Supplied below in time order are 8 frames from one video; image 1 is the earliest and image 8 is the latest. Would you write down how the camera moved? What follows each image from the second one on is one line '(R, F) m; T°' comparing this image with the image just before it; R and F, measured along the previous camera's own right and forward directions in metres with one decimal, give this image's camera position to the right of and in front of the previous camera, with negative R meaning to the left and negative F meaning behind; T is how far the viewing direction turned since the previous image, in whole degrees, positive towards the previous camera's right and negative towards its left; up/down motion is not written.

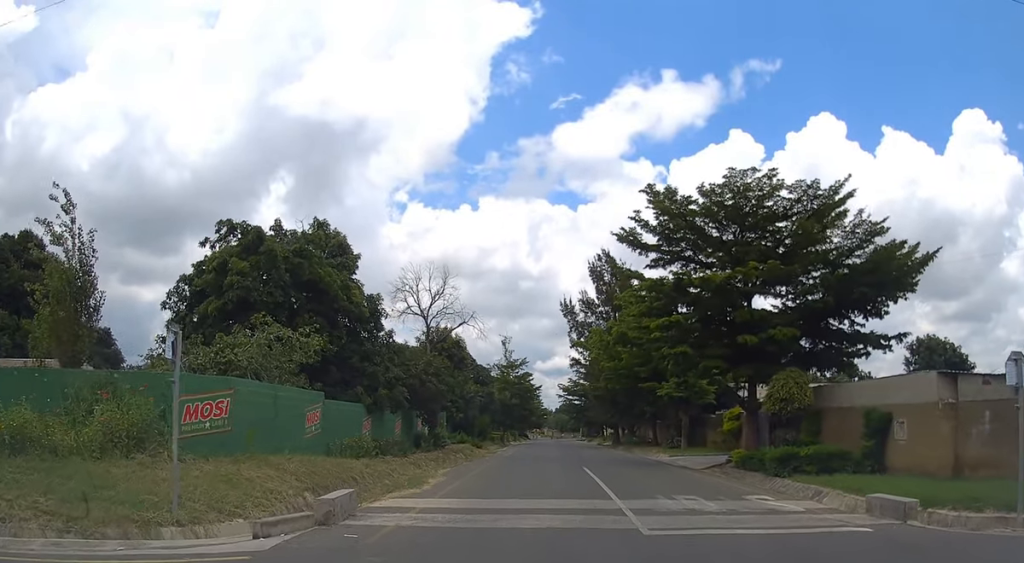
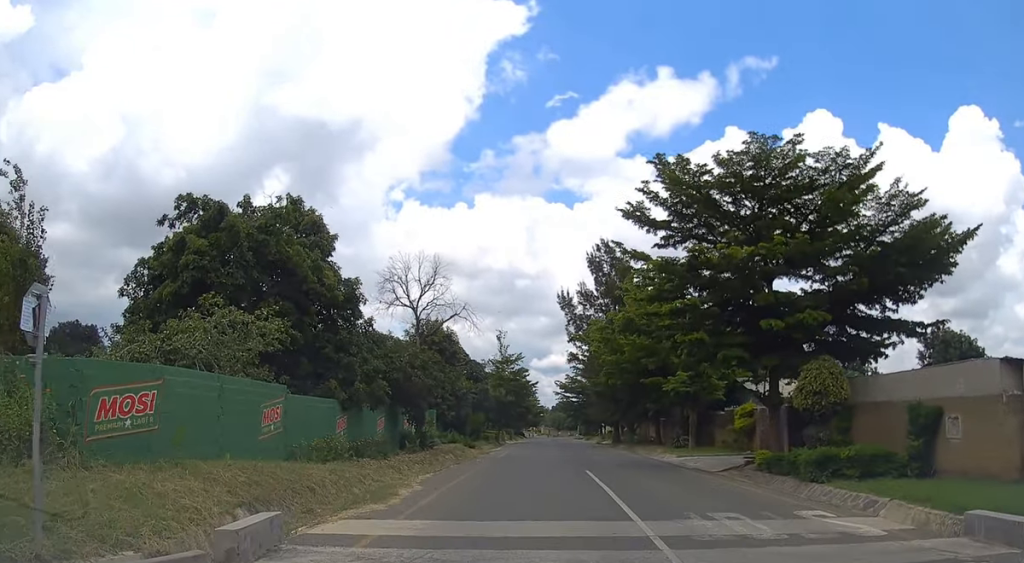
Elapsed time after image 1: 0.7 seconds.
(0.0, +2.5) m; -1°
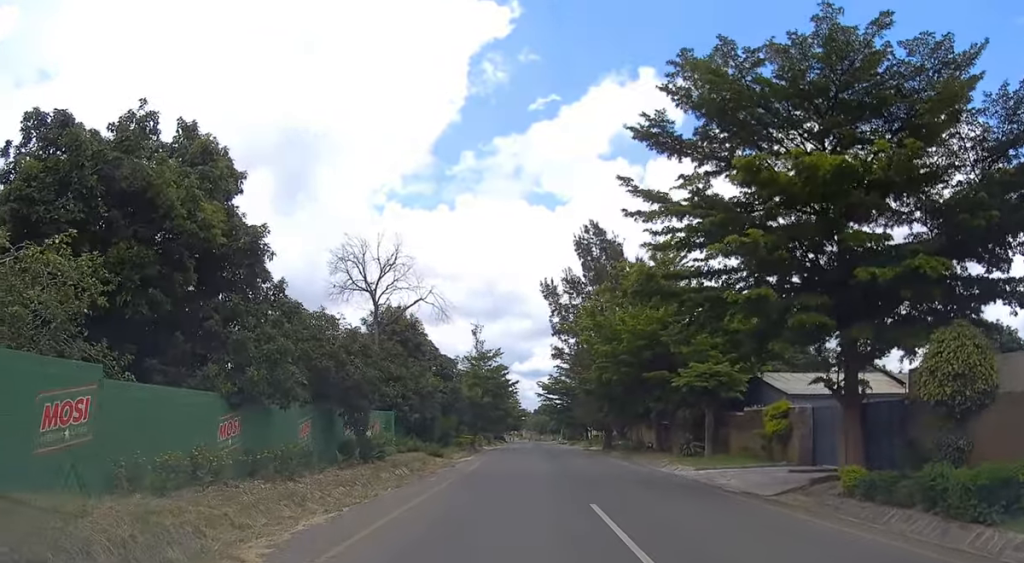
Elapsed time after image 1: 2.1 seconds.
(-0.3, +6.7) m; -3°
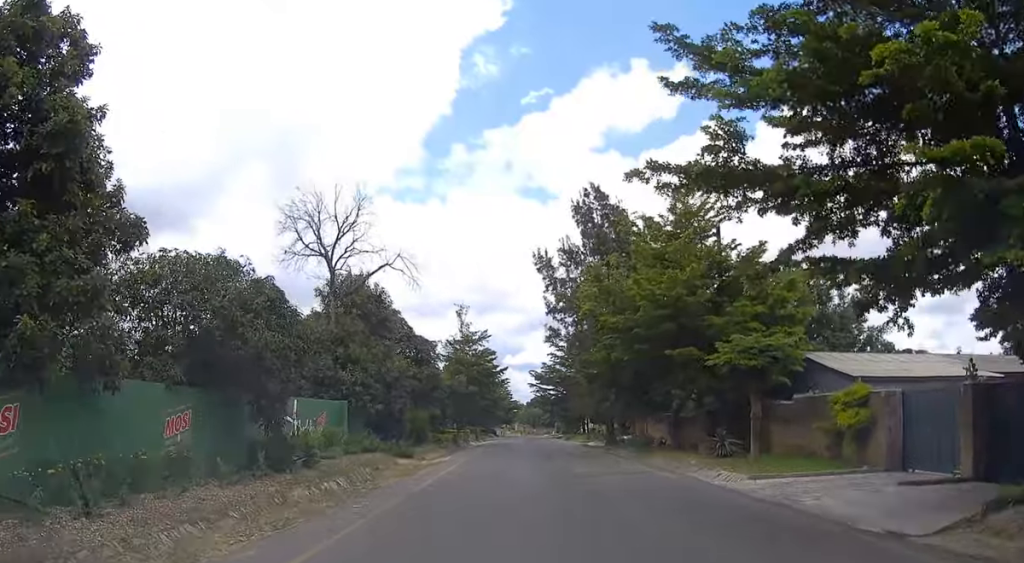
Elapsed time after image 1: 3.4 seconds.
(+0.1, +7.0) m; +3°
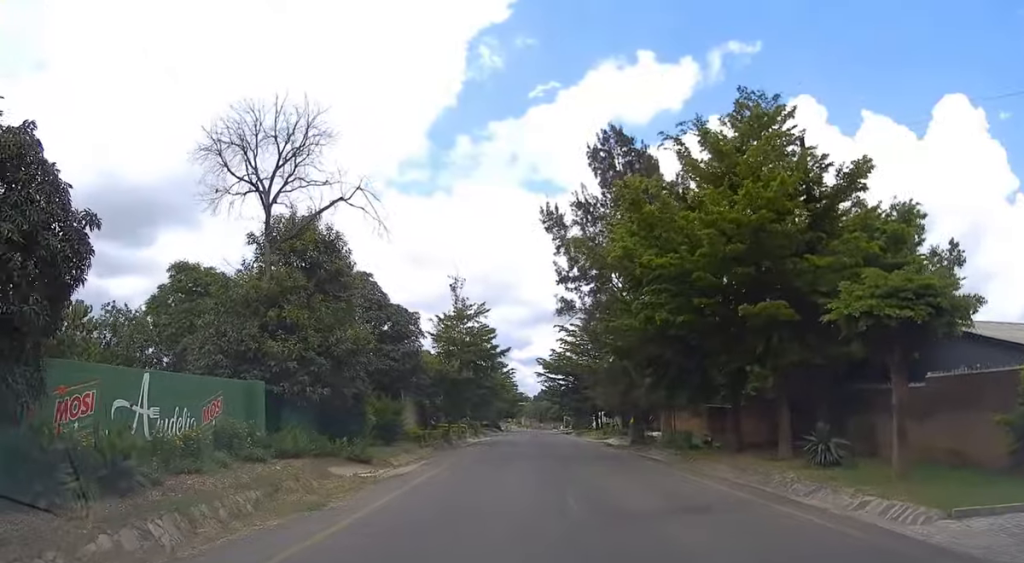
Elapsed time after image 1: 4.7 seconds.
(+0.1, +8.9) m; 0°
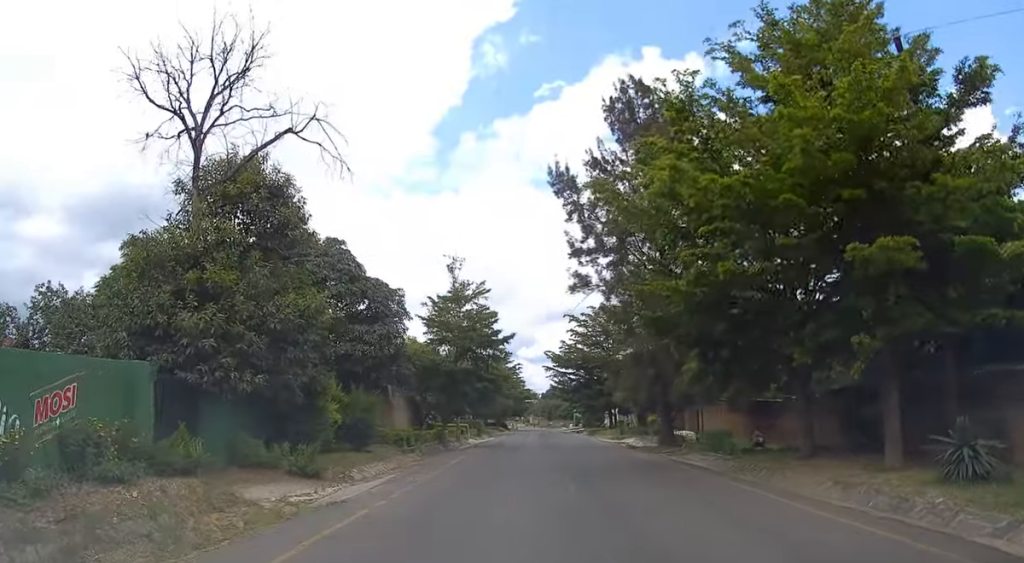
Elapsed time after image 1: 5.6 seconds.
(0.0, +5.9) m; 0°
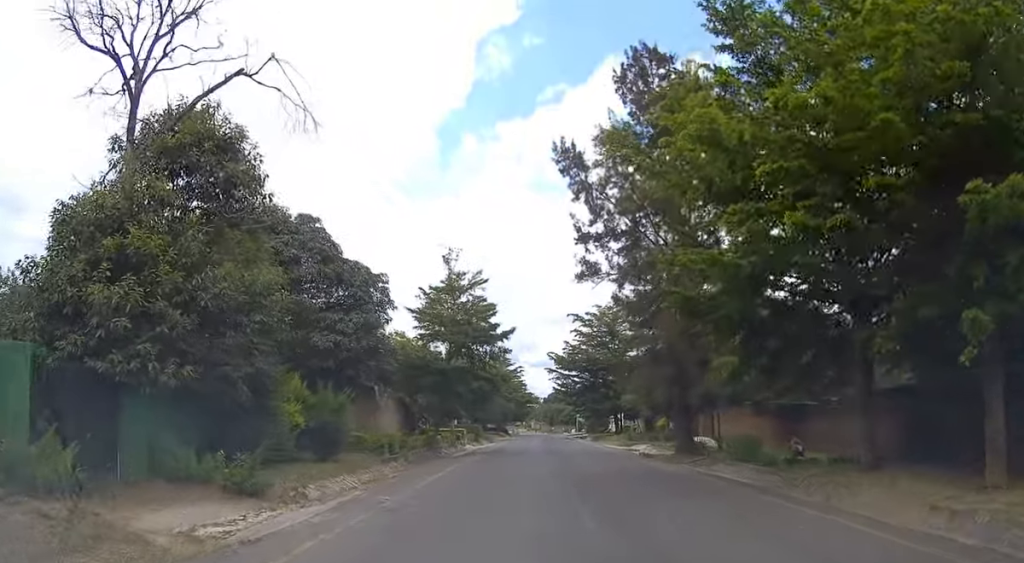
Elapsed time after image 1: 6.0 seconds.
(0.0, +3.7) m; 0°
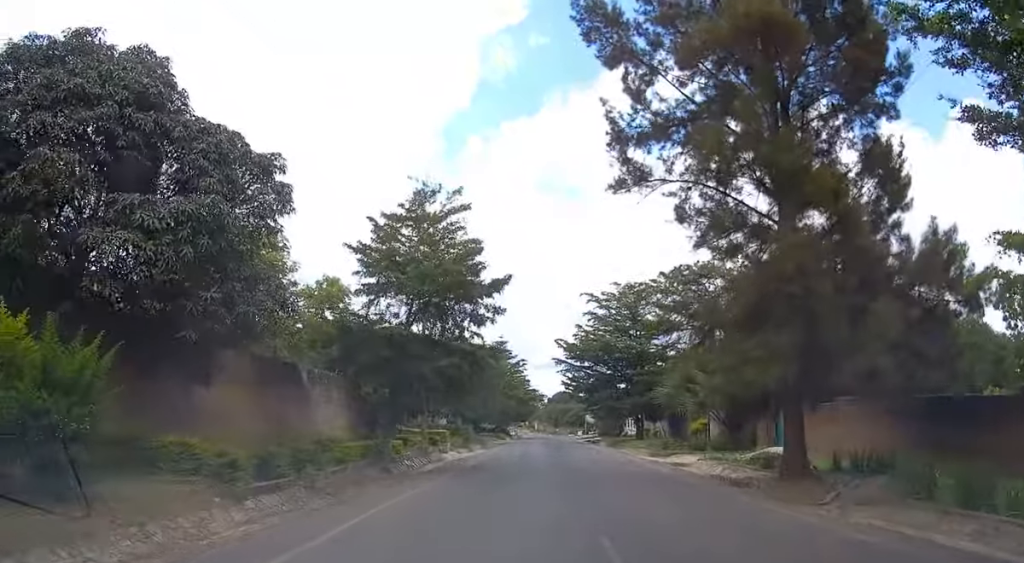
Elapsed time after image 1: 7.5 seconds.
(-0.1, +11.7) m; -1°
